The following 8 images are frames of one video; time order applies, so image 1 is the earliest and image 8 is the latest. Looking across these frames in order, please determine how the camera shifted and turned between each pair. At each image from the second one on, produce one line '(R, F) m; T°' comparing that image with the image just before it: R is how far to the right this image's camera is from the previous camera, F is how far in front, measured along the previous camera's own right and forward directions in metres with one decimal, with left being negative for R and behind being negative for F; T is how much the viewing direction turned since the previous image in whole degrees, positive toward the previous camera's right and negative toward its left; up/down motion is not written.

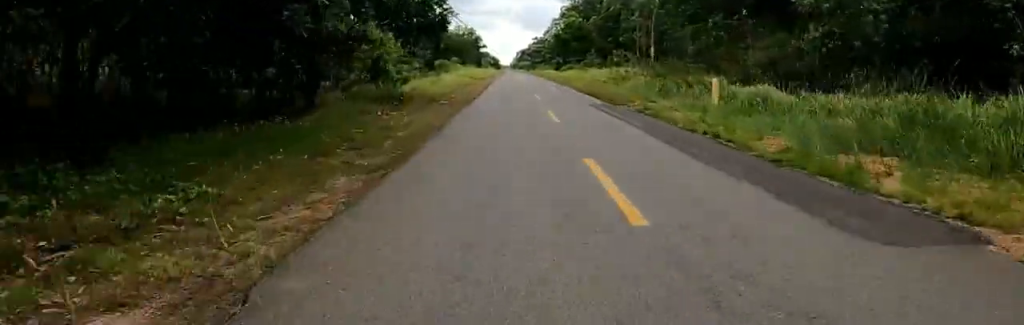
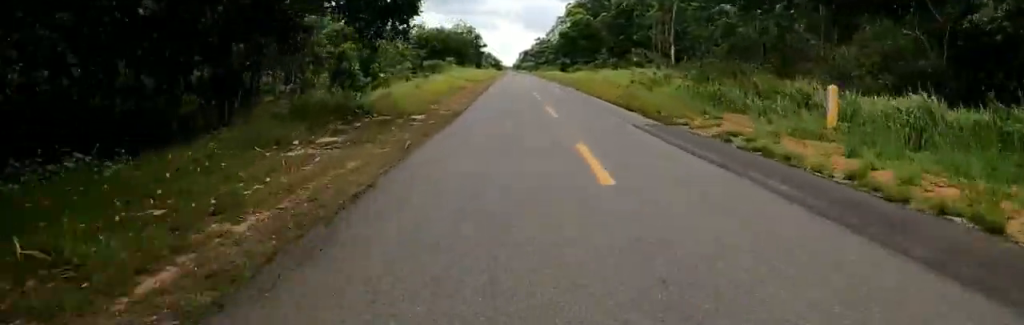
(0.0, +6.5) m; 0°
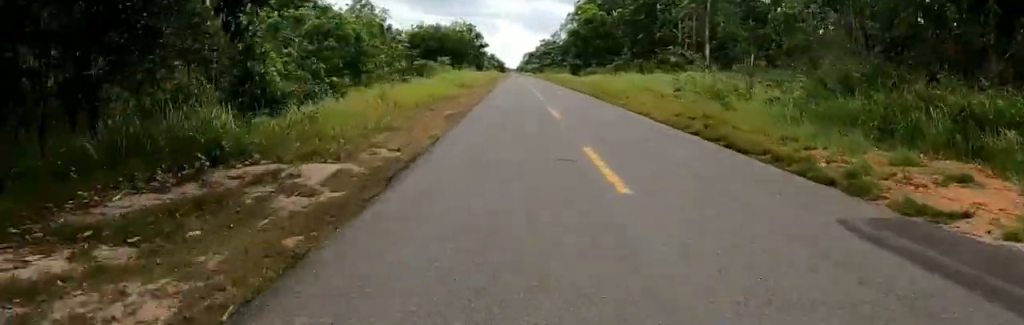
(0.0, +8.1) m; 0°
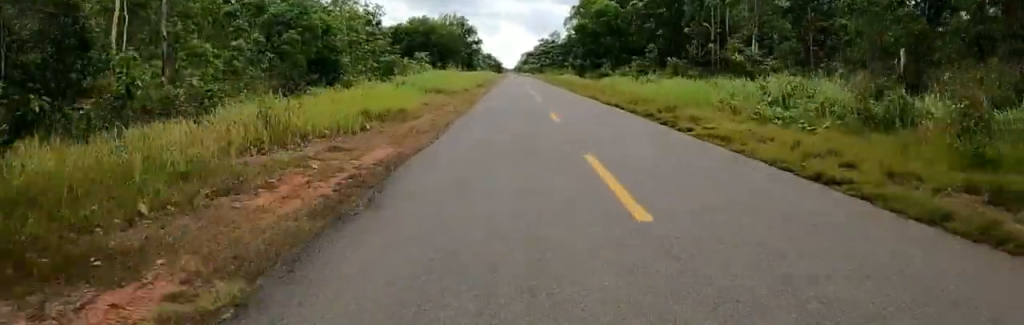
(0.0, +9.0) m; 0°
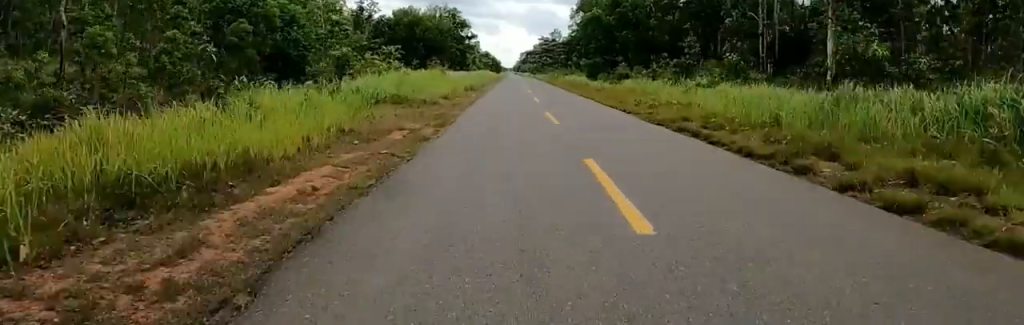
(0.0, +8.6) m; +1°
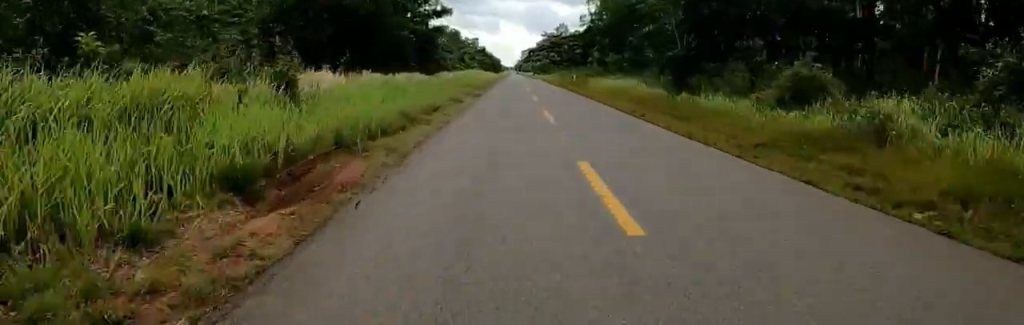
(+0.5, +24.5) m; +1°
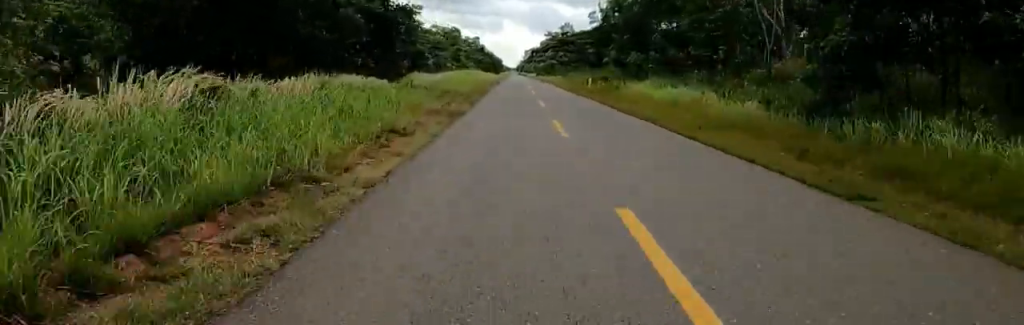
(0.0, +10.6) m; -4°
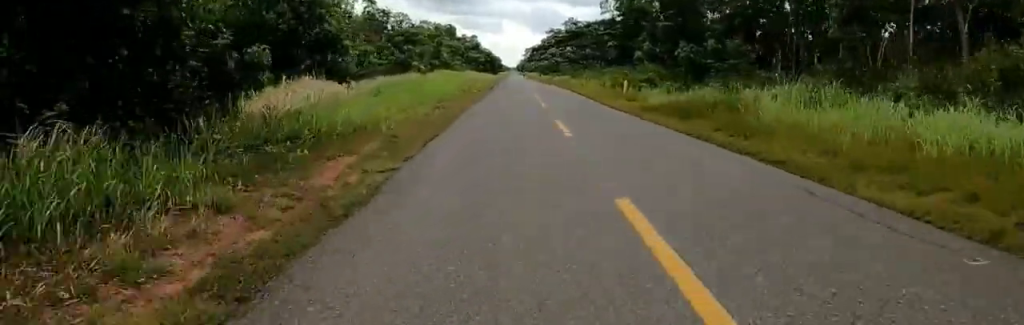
(-1.1, +15.6) m; -1°
